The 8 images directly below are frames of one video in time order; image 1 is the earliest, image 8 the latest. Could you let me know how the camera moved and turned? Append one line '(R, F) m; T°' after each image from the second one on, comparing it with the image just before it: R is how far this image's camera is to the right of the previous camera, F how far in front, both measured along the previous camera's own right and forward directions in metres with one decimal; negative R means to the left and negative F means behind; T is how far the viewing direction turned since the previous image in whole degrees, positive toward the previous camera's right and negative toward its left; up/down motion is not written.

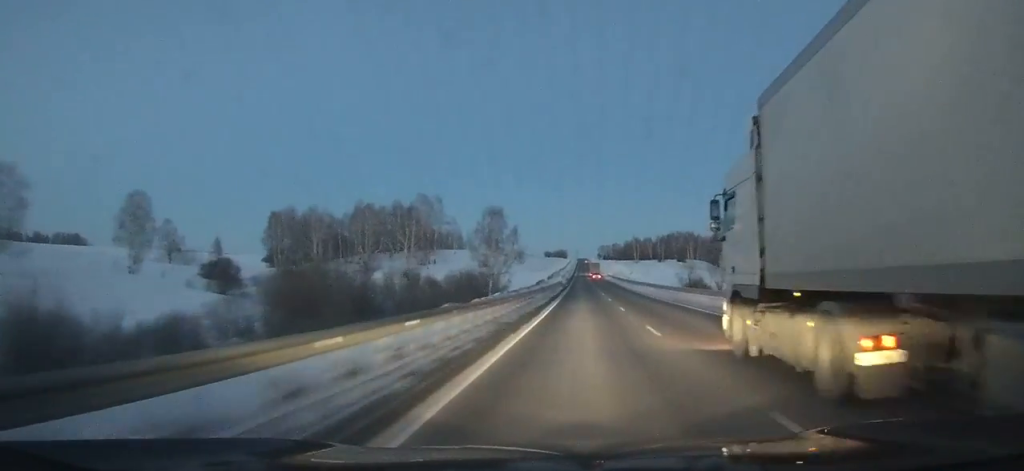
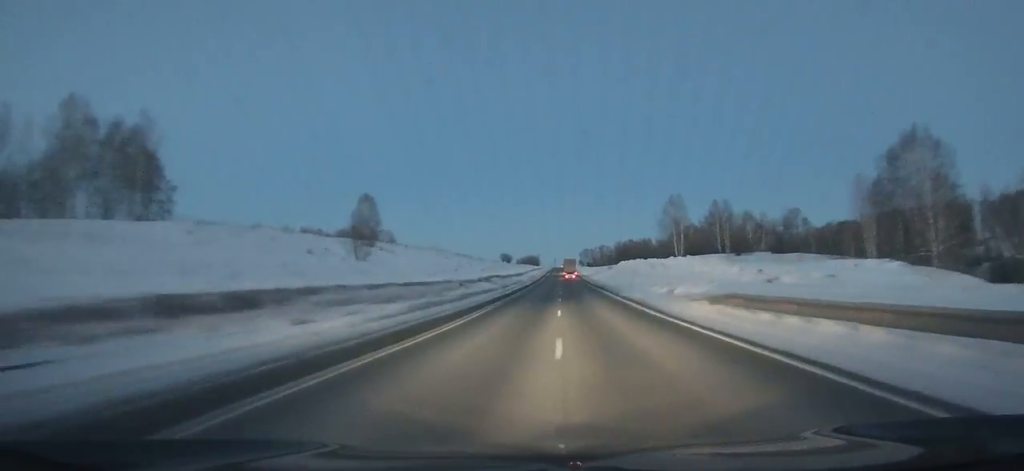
(+2.3, +132.2) m; +2°
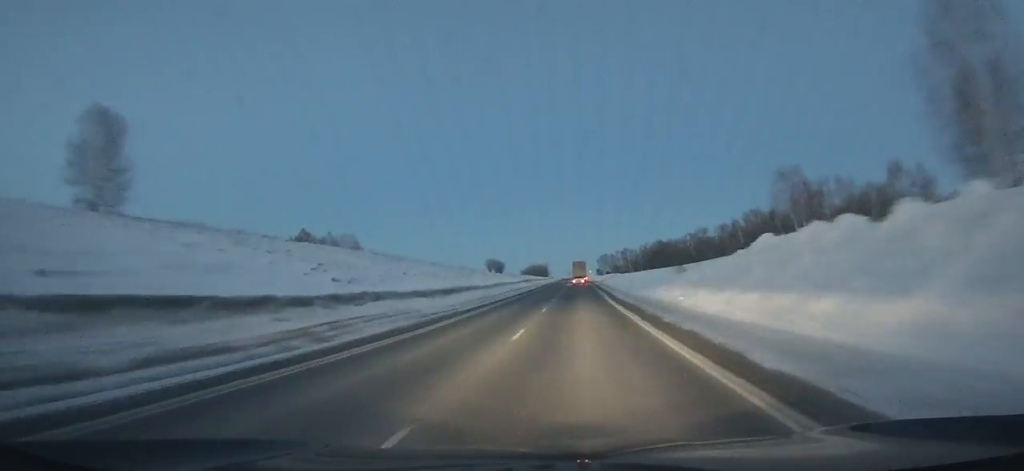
(+0.1, +81.5) m; 0°
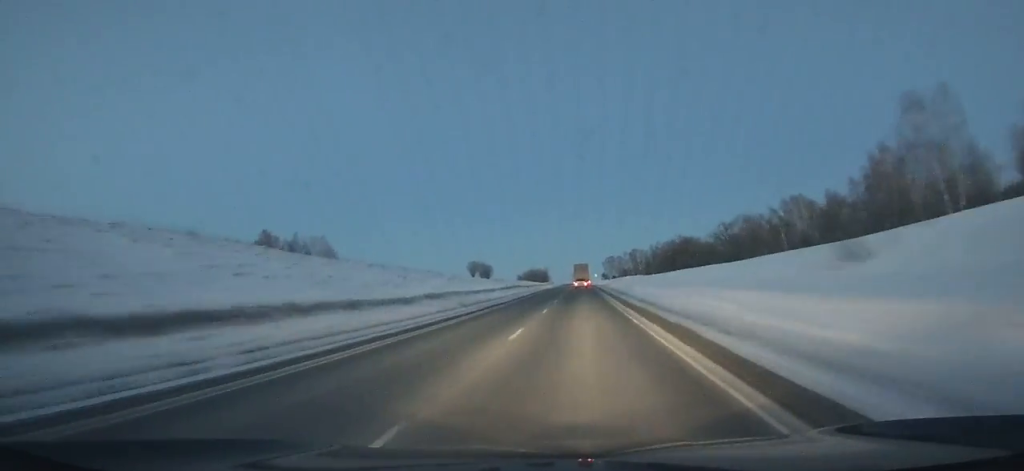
(-0.2, +35.9) m; 0°
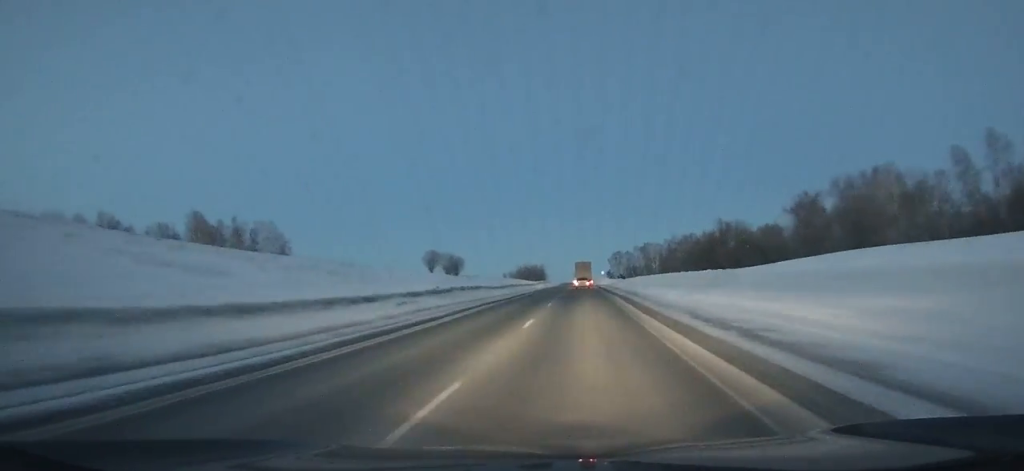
(-0.1, +46.8) m; 0°
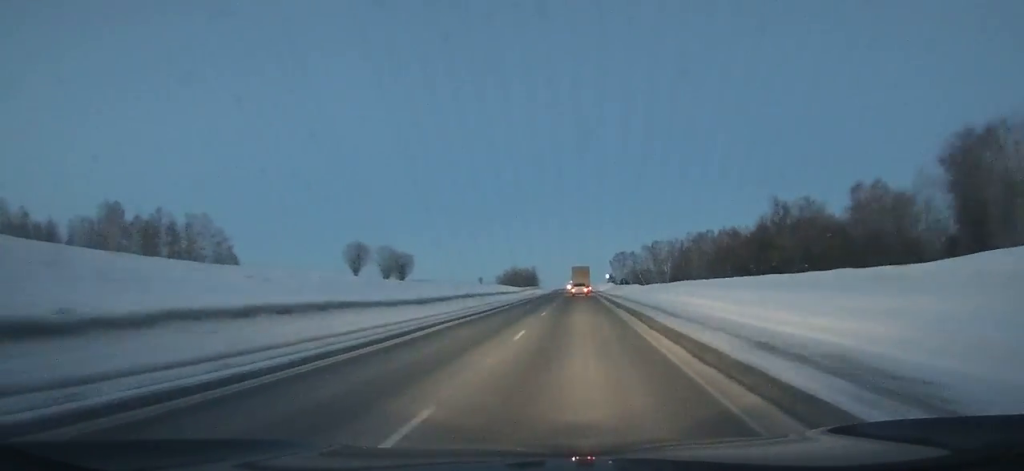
(-0.1, +35.7) m; 0°
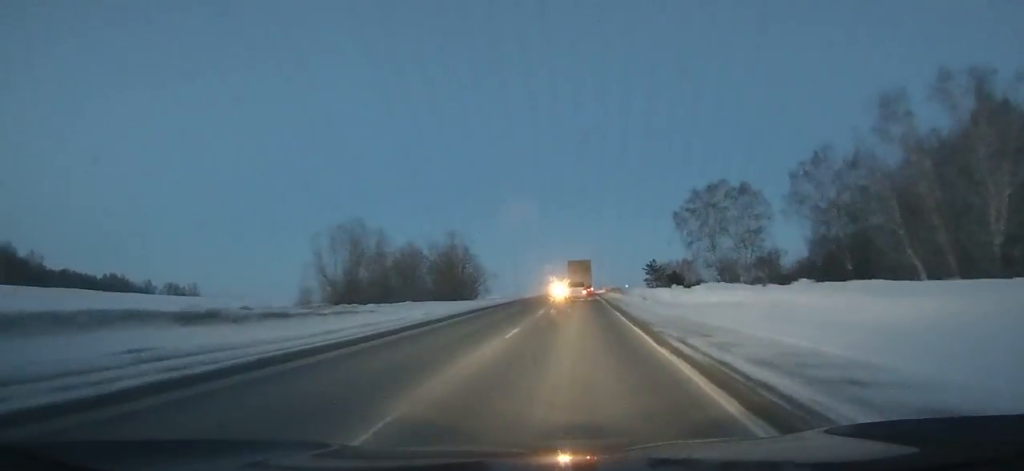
(-0.6, +160.7) m; -1°
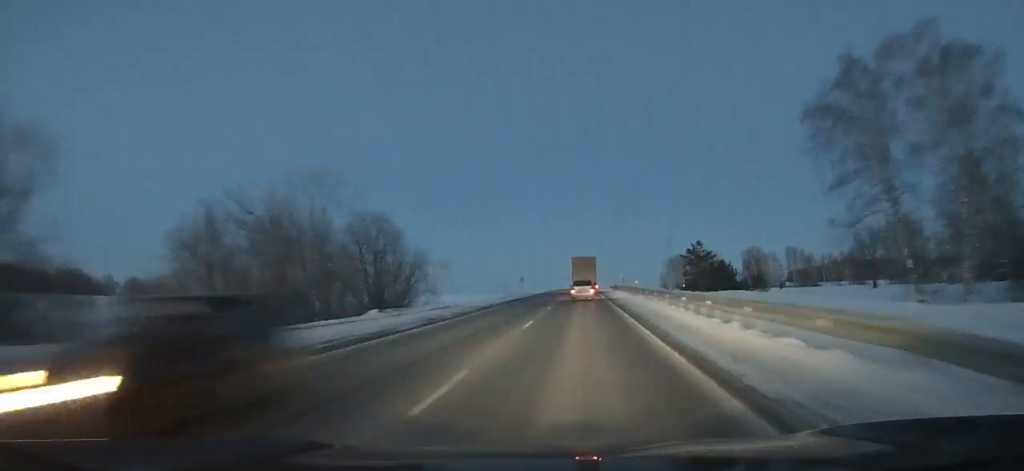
(-0.3, +45.4) m; 0°
